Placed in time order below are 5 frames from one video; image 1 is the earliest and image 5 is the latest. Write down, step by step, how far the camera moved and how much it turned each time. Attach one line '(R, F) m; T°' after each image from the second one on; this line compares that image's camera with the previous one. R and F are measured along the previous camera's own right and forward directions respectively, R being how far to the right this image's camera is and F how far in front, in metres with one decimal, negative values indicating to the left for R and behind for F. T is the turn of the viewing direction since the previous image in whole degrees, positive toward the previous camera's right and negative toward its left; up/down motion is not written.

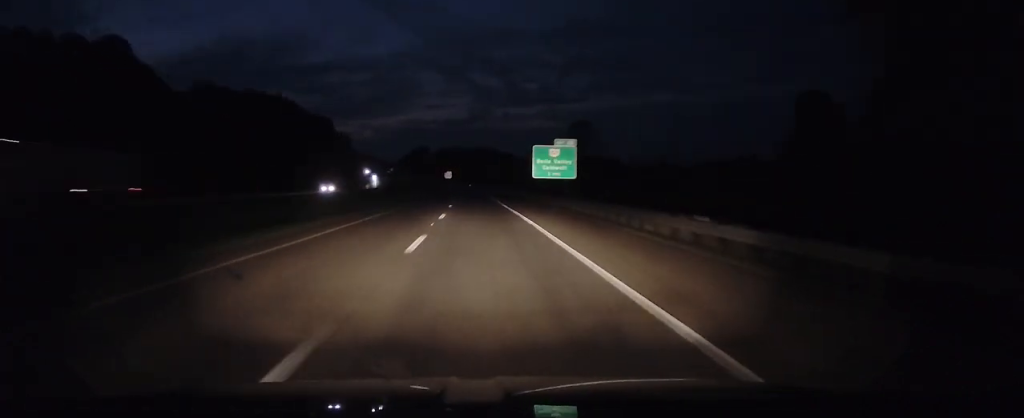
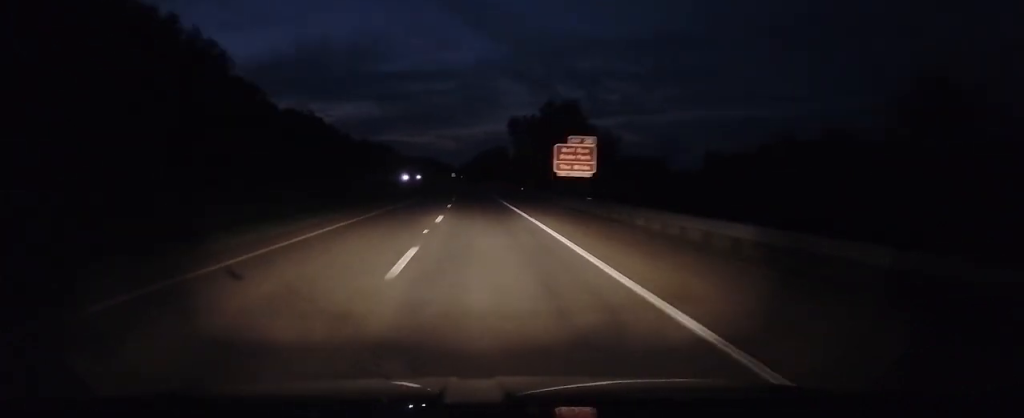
(-15.9, +287.9) m; -7°
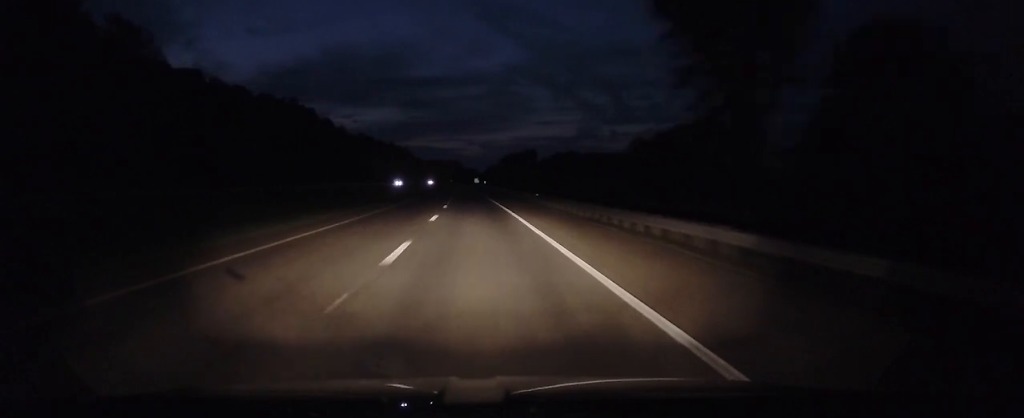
(-1.3, +83.3) m; -2°
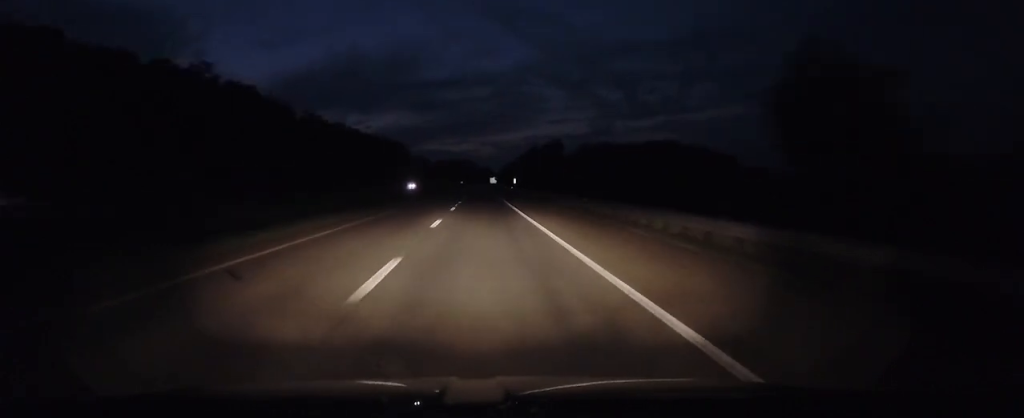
(-2.8, +112.7) m; -1°
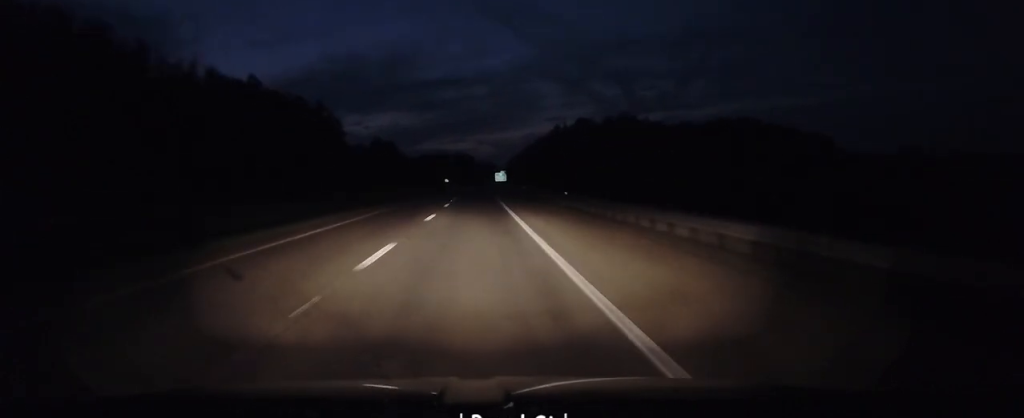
(-0.6, +175.9) m; 0°
